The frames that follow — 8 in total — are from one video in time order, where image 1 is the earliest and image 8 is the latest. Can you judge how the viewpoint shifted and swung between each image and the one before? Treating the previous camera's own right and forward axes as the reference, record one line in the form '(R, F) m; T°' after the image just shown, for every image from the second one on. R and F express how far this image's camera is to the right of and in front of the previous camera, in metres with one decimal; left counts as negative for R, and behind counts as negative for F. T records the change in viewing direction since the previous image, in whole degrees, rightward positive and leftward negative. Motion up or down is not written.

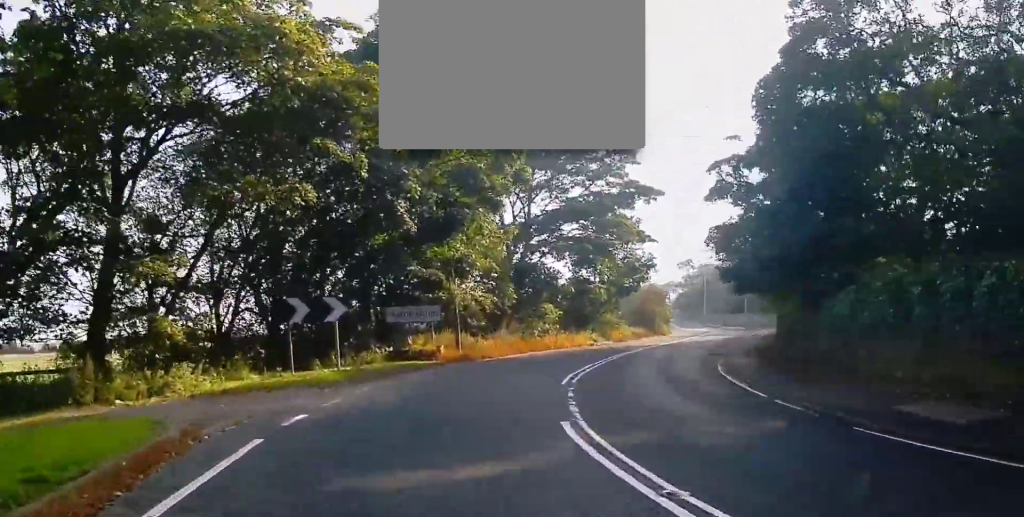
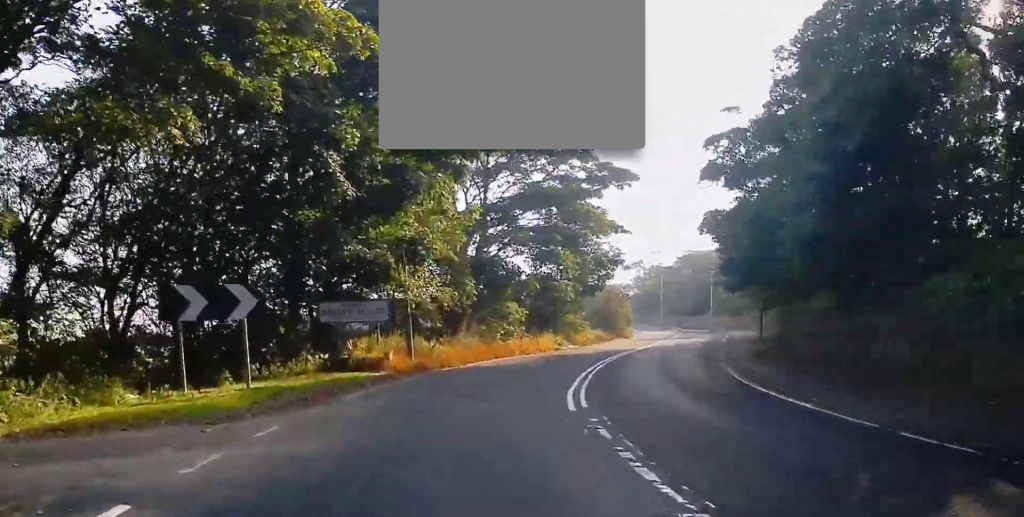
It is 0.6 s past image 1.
(+0.2, +5.8) m; +3°
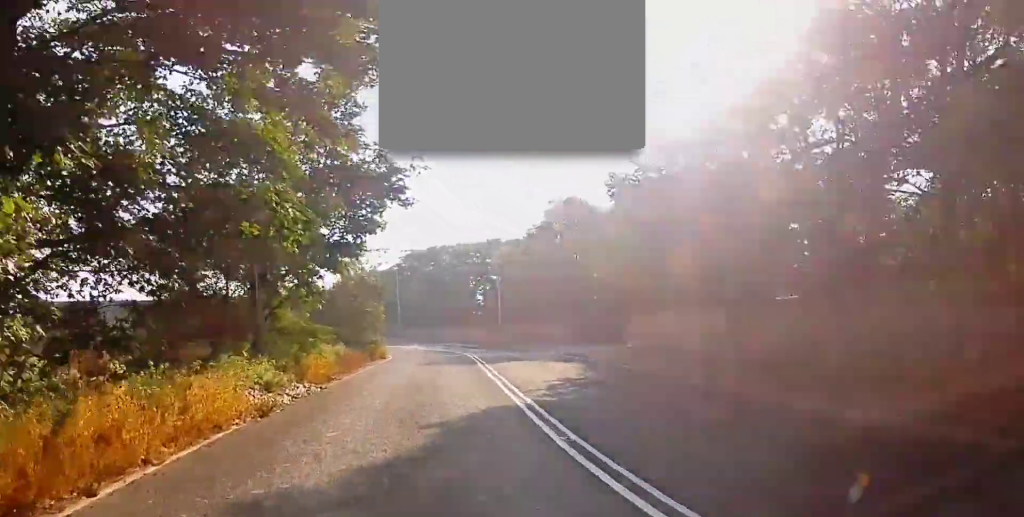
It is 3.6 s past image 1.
(+6.2, +29.4) m; +20°
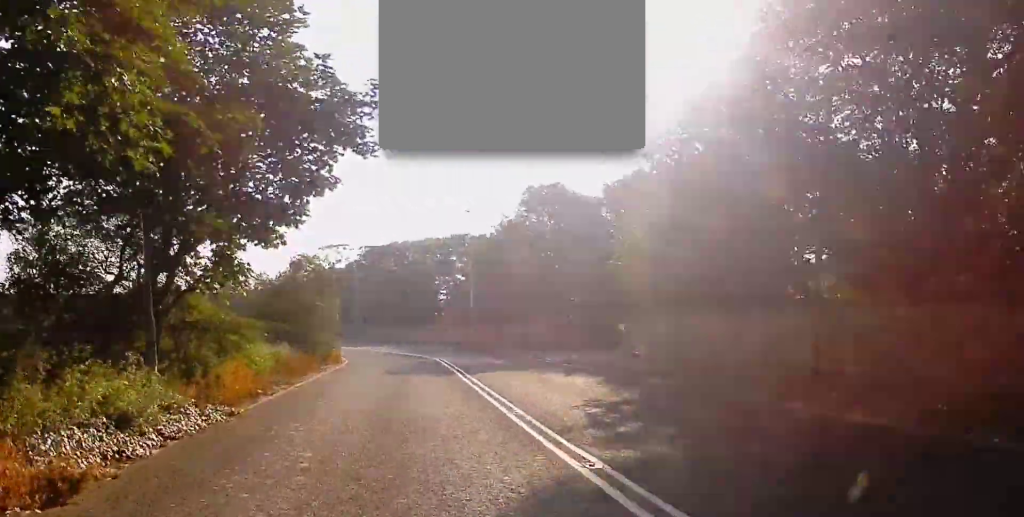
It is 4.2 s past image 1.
(0.0, +6.7) m; +1°
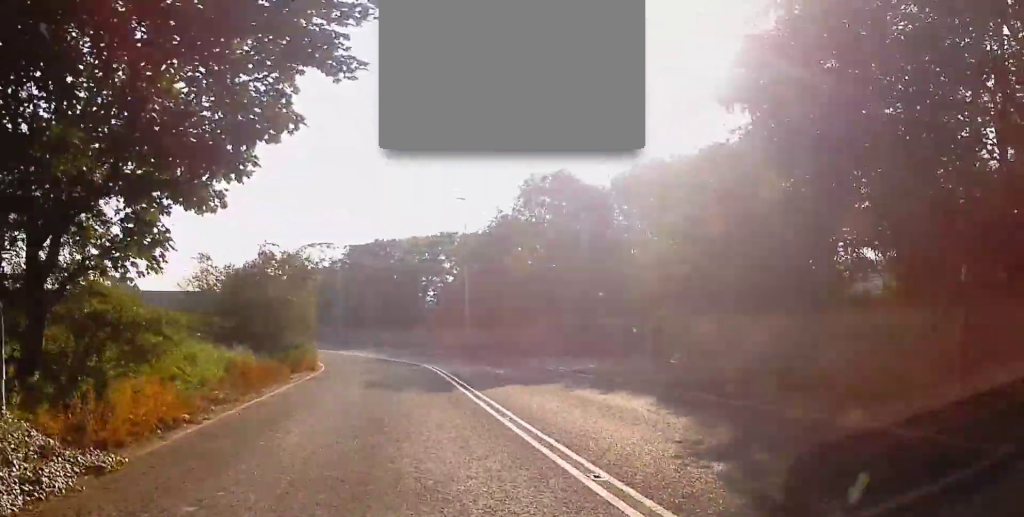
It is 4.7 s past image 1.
(0.0, +5.2) m; +1°
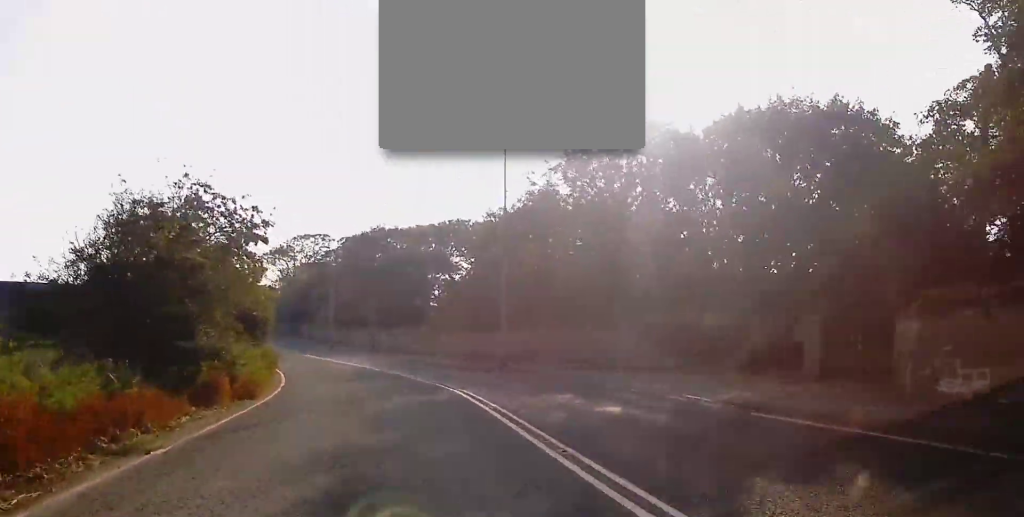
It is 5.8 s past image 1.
(+0.2, +13.0) m; +3°
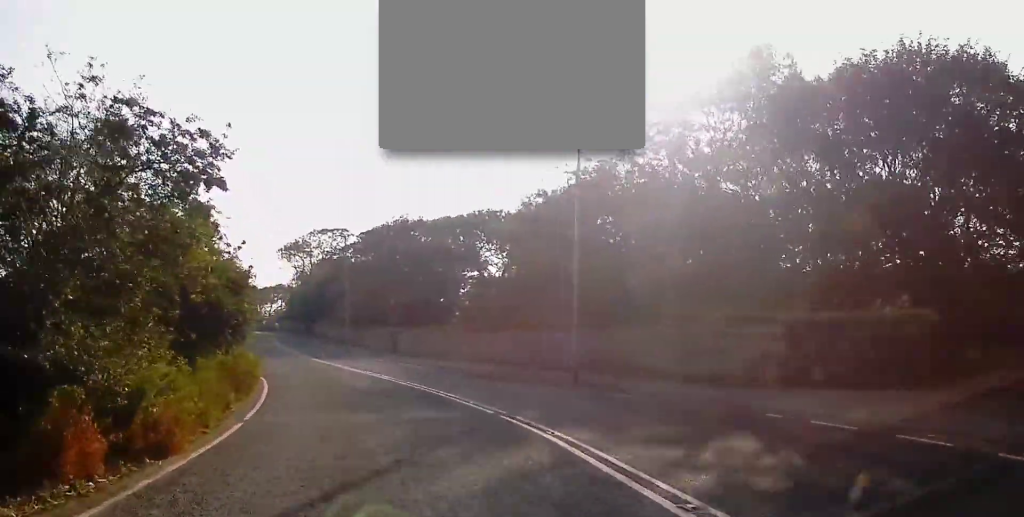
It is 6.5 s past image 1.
(+0.2, +7.6) m; 0°
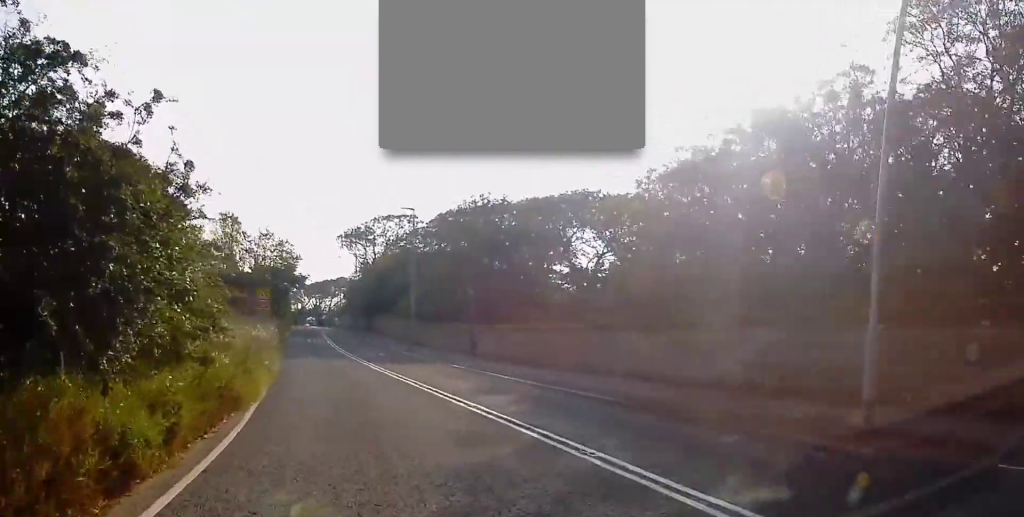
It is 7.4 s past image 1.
(-0.1, +11.4) m; -3°
